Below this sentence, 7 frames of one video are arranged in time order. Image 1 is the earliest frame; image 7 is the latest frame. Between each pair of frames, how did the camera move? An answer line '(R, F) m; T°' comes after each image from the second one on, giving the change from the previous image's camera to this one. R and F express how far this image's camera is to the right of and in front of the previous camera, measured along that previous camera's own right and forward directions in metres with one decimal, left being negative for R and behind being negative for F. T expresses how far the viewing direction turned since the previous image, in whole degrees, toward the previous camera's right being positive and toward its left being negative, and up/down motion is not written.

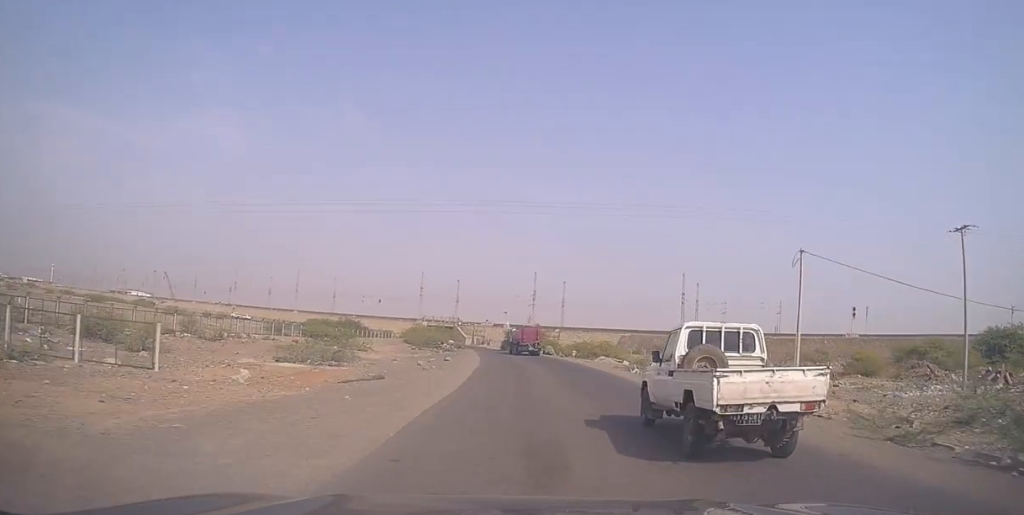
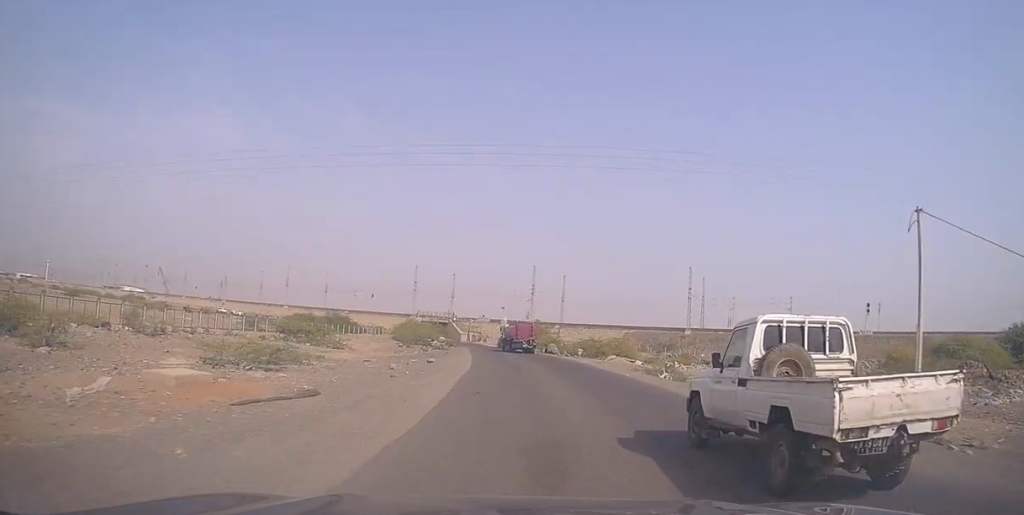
(0.0, +6.8) m; -1°
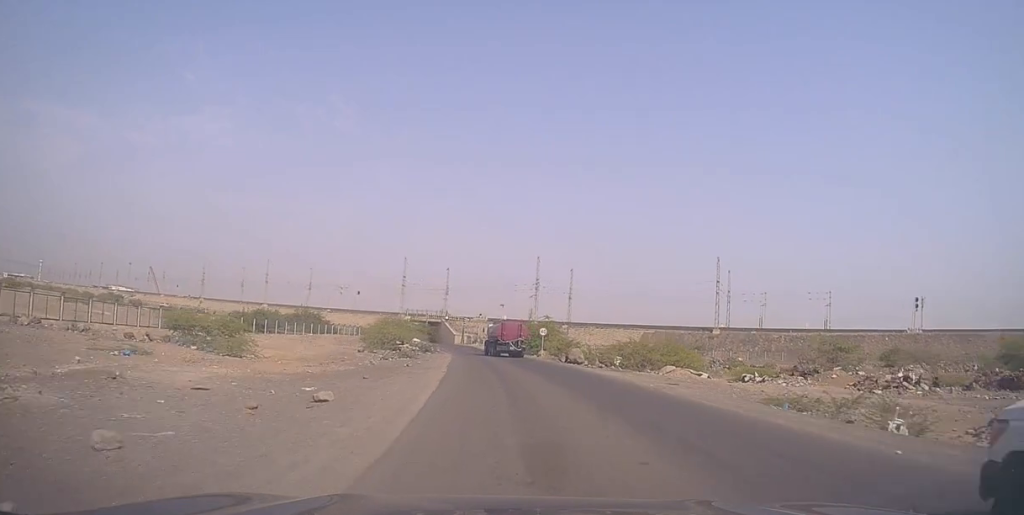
(-0.1, +19.1) m; 0°
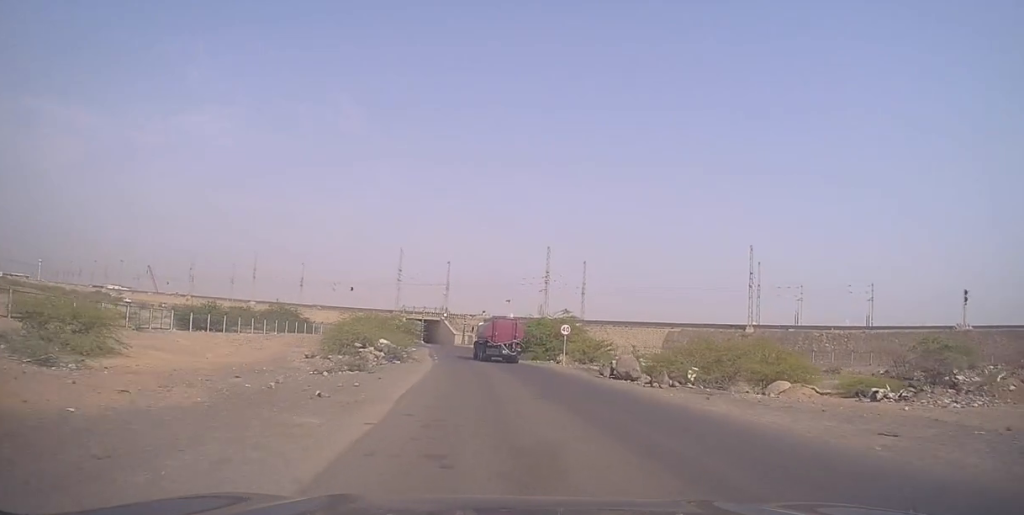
(0.0, +14.1) m; 0°
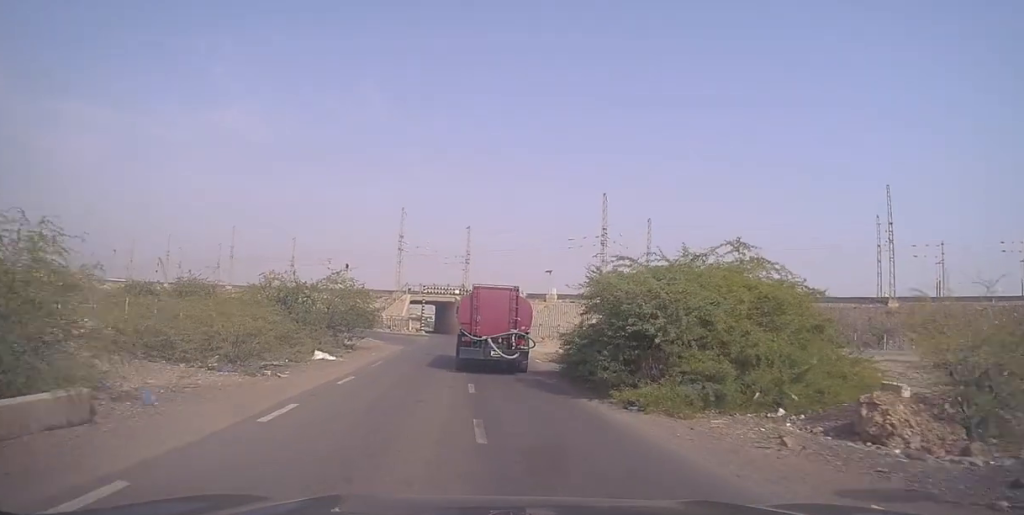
(-0.2, +37.5) m; -1°
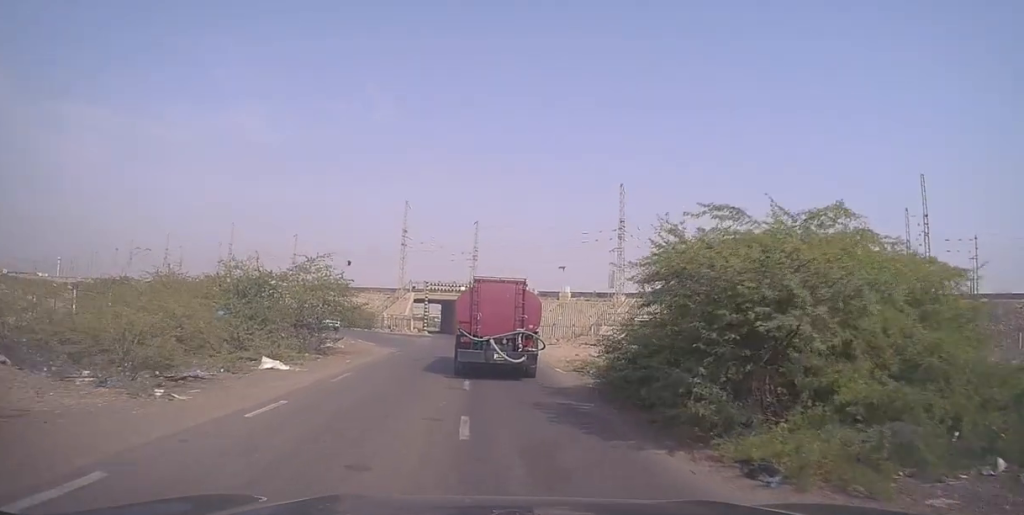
(+0.1, +7.0) m; -1°
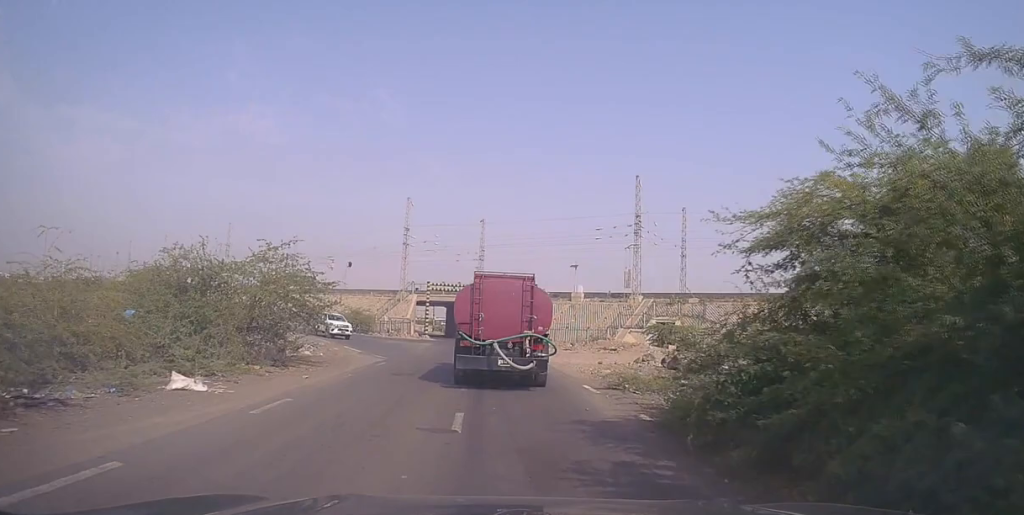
(0.0, +6.6) m; -2°
